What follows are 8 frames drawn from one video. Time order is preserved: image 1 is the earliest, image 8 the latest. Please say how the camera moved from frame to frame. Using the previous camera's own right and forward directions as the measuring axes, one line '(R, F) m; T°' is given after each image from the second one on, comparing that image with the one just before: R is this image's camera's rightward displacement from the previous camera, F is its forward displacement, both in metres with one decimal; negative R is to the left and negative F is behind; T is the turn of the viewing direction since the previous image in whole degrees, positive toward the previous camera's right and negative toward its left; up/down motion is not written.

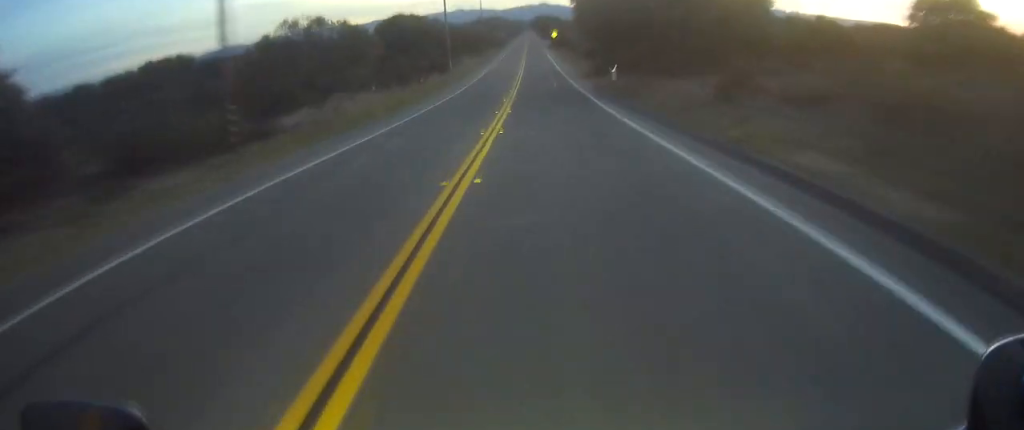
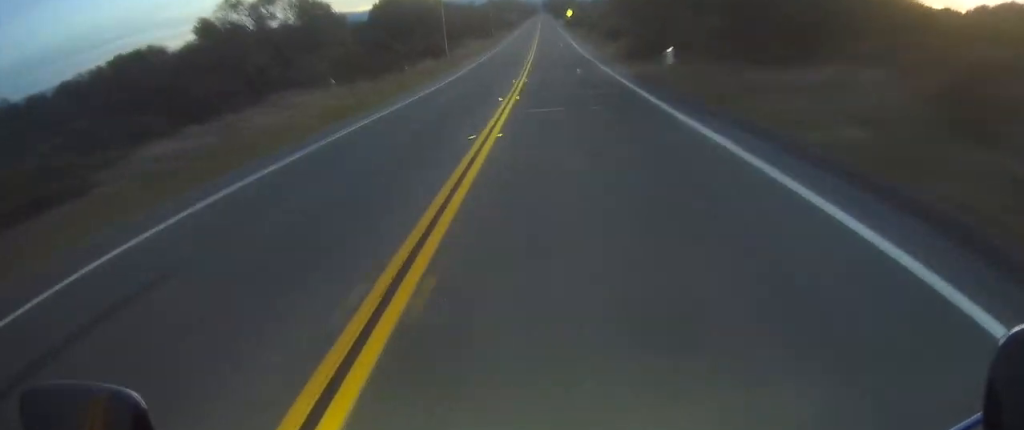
(-0.1, +12.8) m; 0°
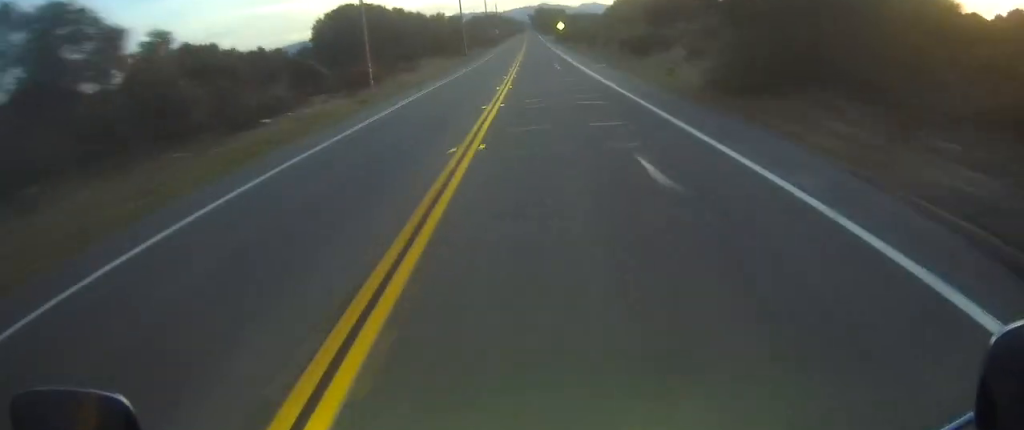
(0.0, +23.9) m; 0°
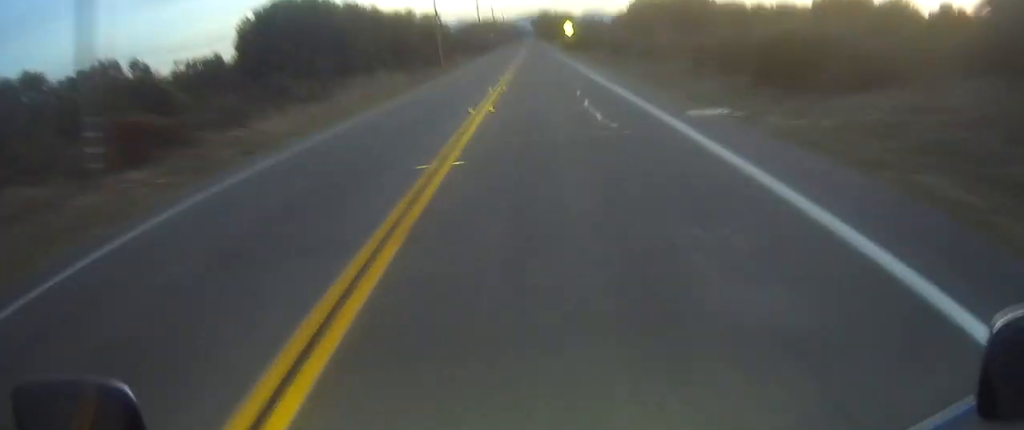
(+0.1, +25.2) m; +1°
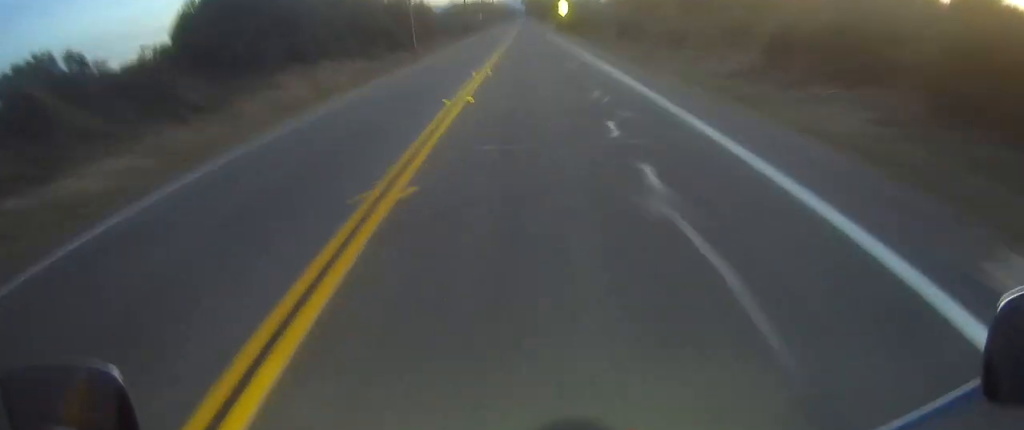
(-0.1, +10.3) m; +1°
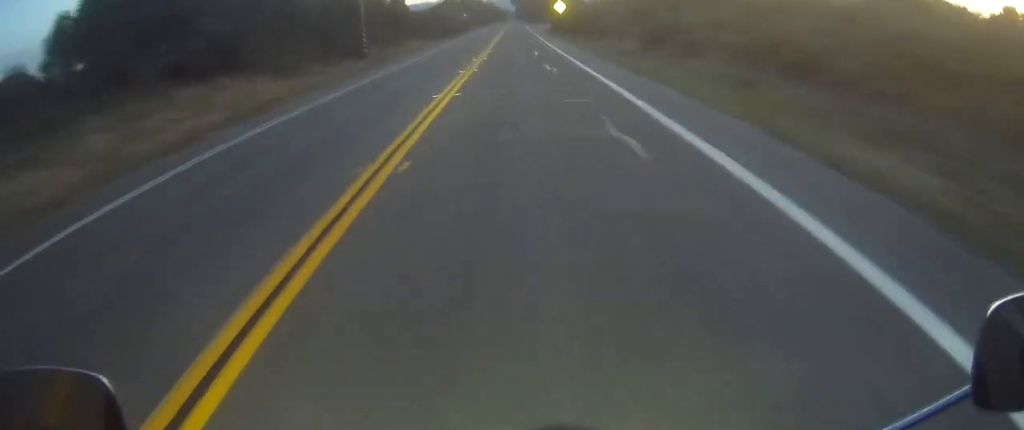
(+0.3, +13.4) m; -1°
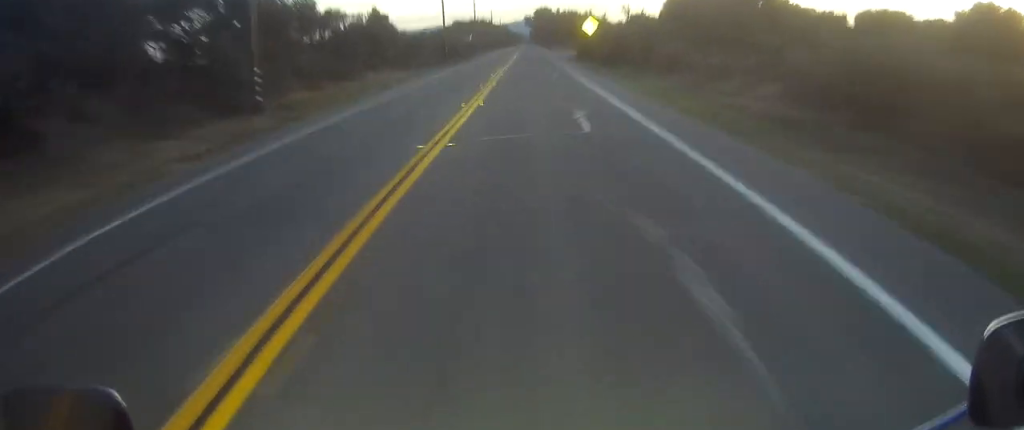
(-0.3, +18.2) m; -2°
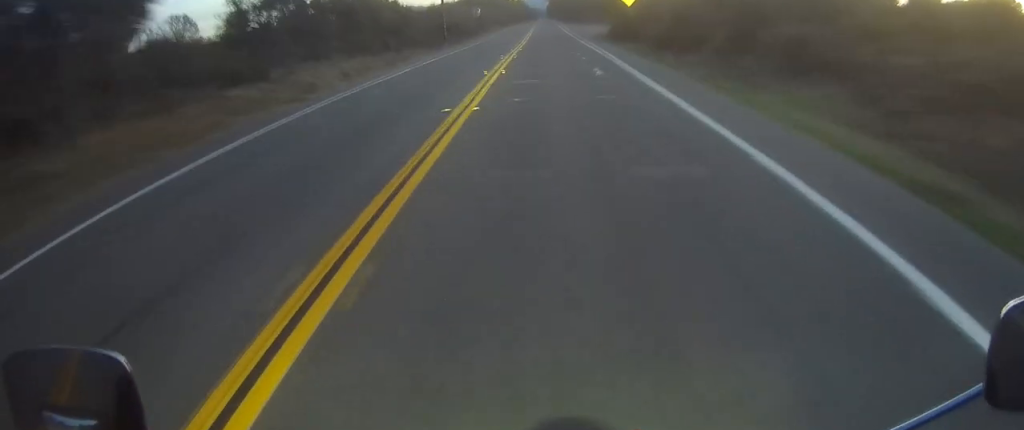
(-0.3, +13.5) m; -1°
